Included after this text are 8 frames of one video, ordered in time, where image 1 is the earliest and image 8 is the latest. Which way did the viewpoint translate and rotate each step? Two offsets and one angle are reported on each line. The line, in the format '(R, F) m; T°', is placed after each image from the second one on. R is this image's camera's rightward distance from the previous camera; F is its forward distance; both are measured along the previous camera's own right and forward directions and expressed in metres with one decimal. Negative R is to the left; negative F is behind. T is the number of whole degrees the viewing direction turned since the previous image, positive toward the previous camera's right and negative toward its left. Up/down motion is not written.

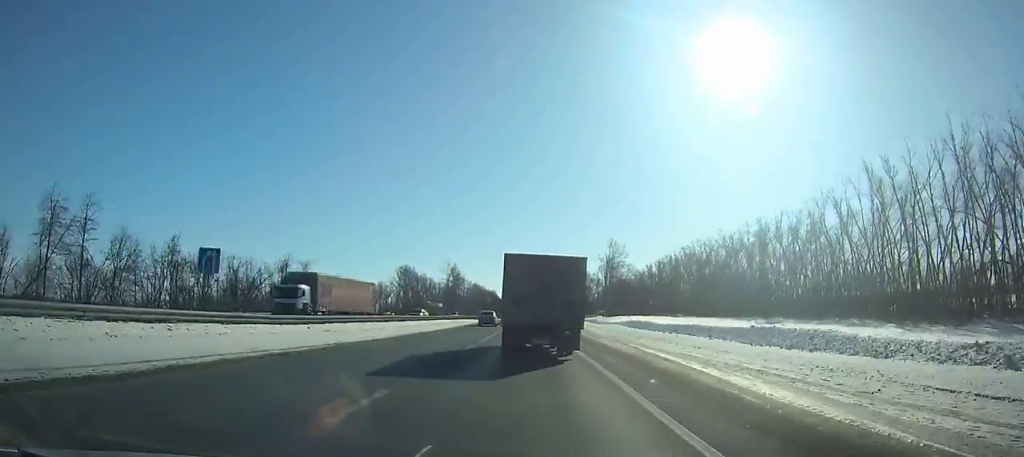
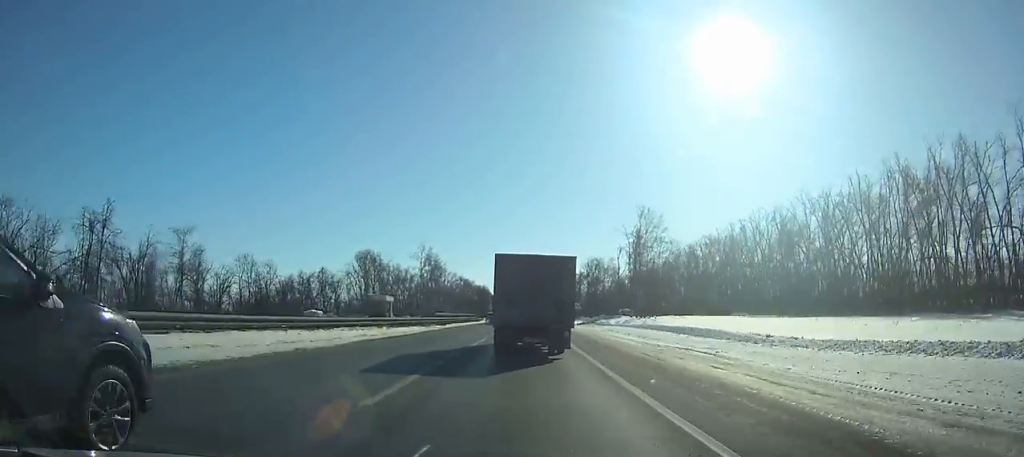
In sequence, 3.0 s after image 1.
(0.0, +53.2) m; 0°
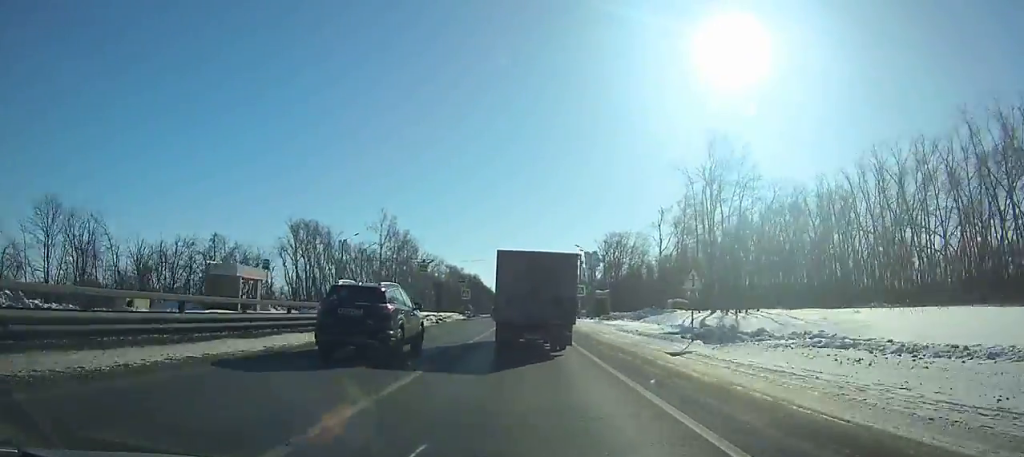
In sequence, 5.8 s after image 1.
(+0.1, +49.2) m; 0°
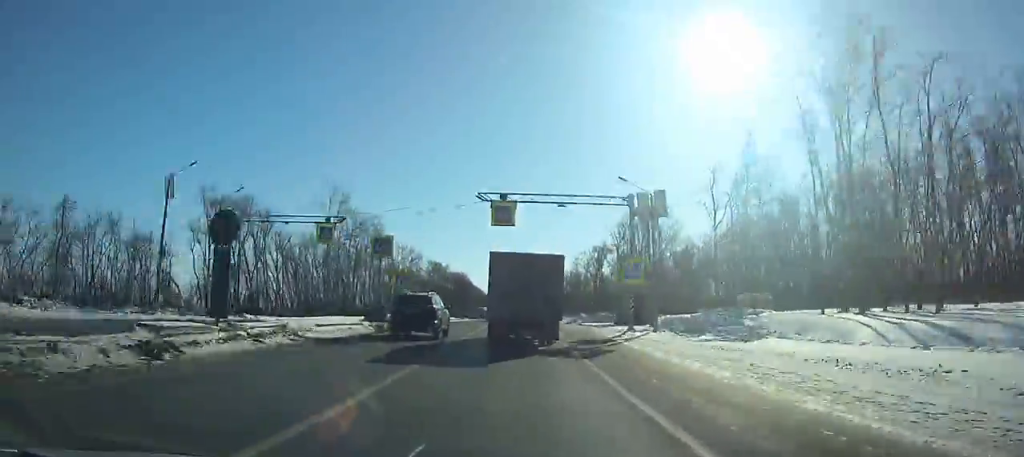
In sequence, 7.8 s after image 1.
(+0.2, +35.0) m; 0°
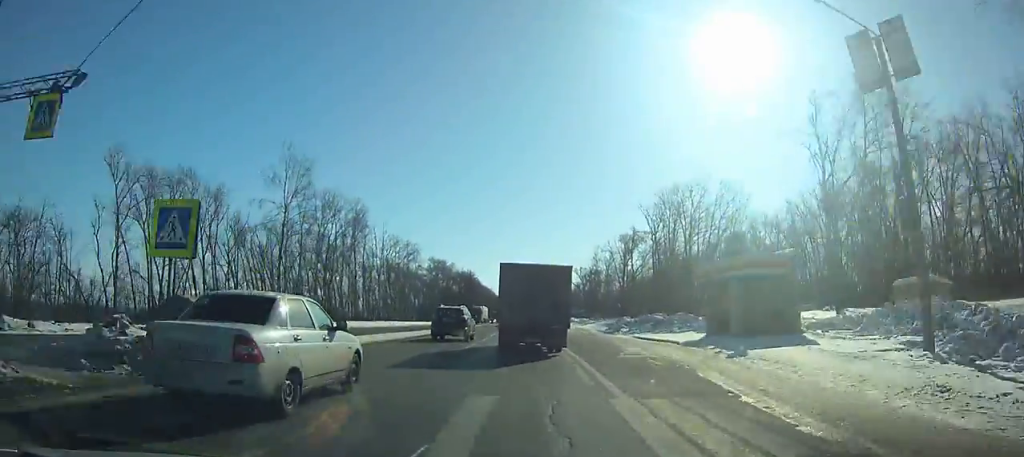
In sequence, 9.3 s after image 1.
(-0.2, +26.4) m; 0°
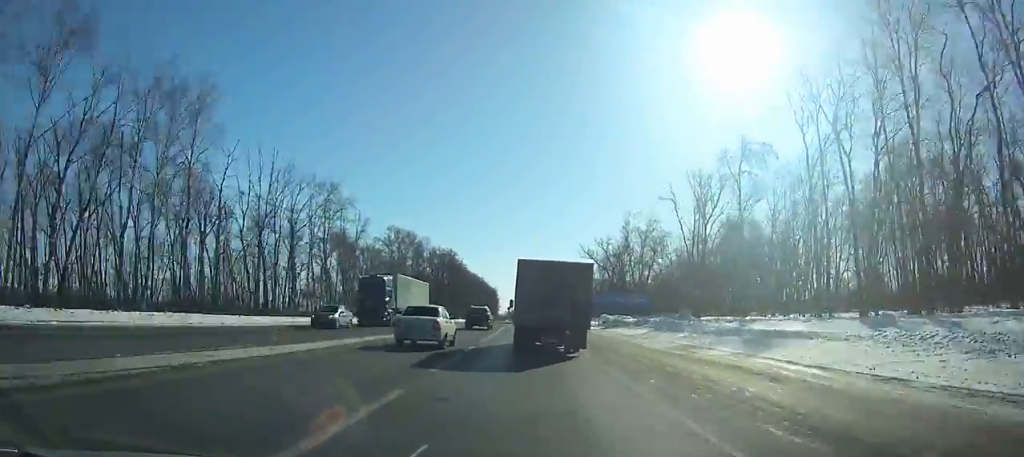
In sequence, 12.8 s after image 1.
(-0.2, +62.4) m; 0°
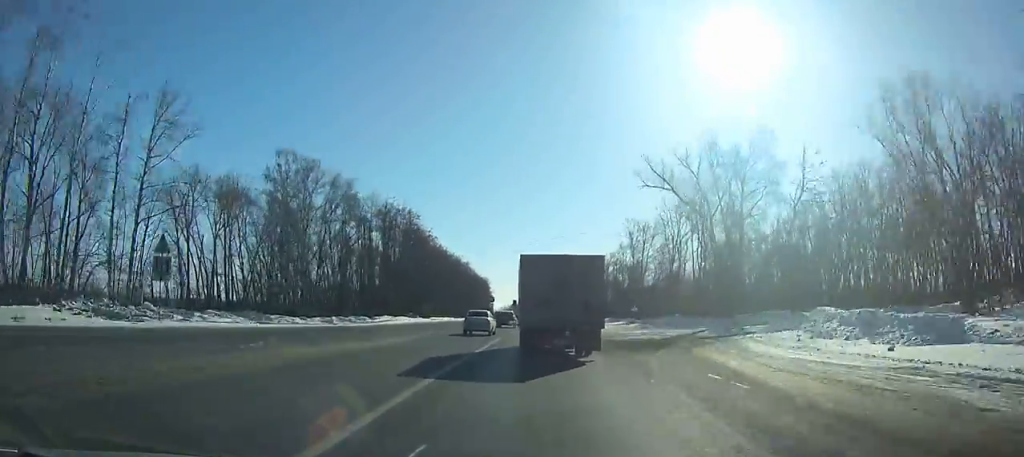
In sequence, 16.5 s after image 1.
(0.0, +68.6) m; 0°
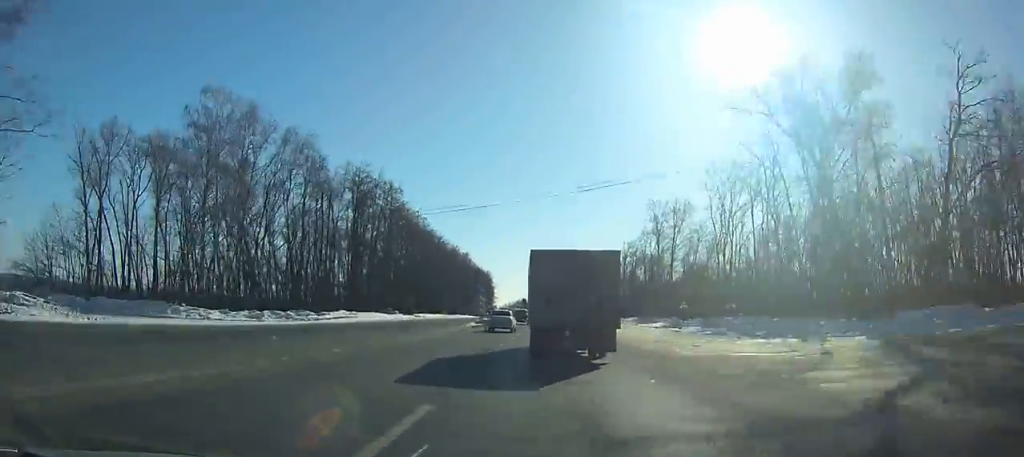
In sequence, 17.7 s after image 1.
(0.0, +23.5) m; 0°
